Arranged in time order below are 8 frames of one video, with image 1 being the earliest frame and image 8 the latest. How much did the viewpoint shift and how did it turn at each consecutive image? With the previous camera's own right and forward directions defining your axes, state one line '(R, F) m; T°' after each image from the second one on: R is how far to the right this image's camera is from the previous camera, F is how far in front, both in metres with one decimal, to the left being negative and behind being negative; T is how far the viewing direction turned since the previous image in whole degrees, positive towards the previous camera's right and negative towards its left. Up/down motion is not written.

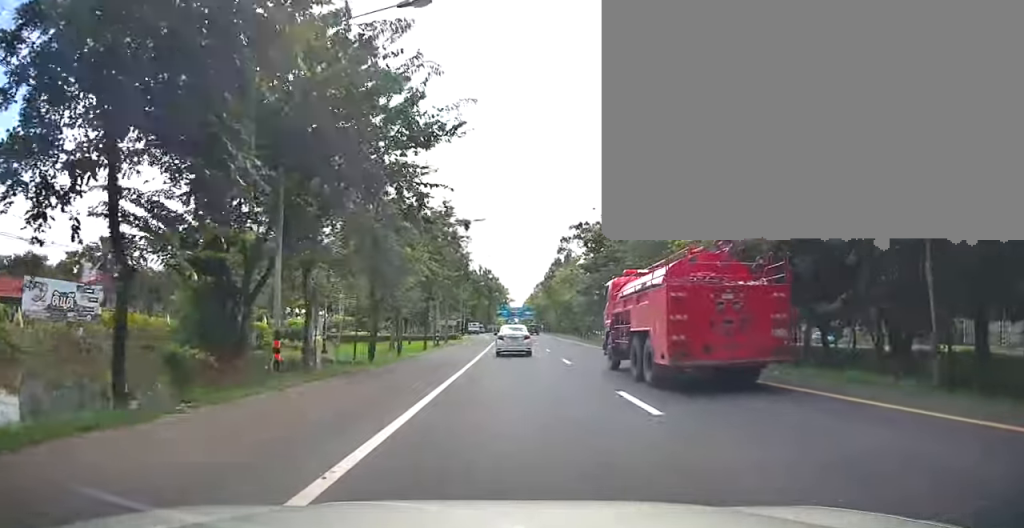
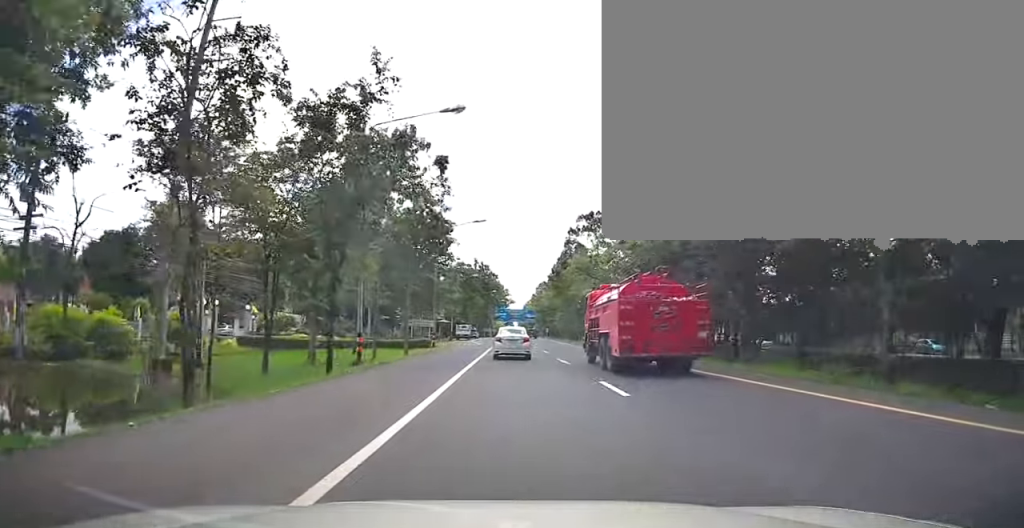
(-0.4, +21.6) m; +1°
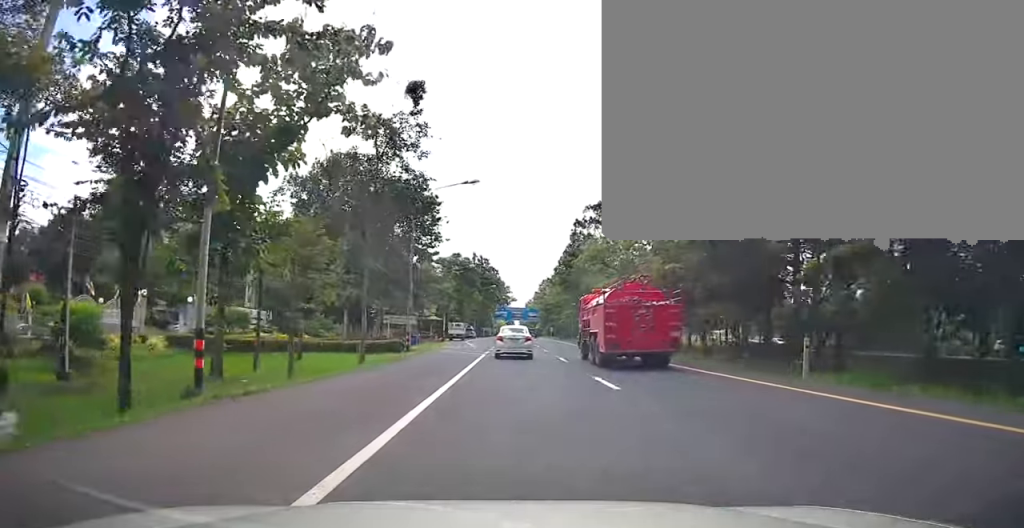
(+0.4, +10.9) m; +2°
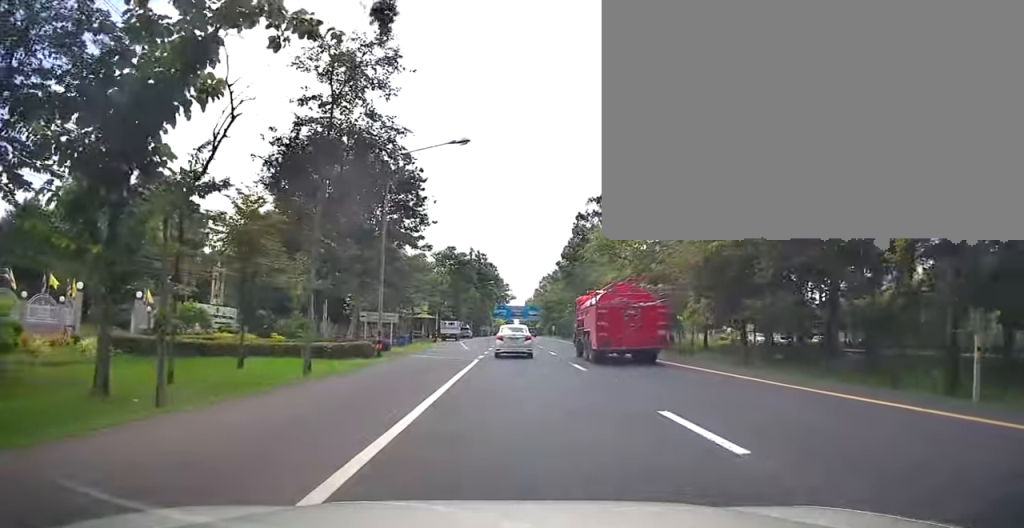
(+0.5, +6.8) m; 0°
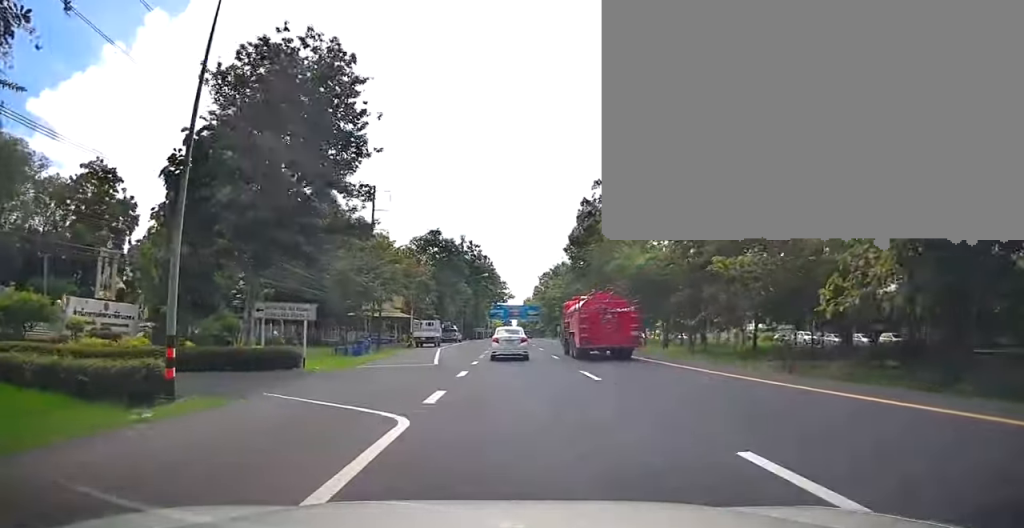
(-0.8, +15.3) m; -1°
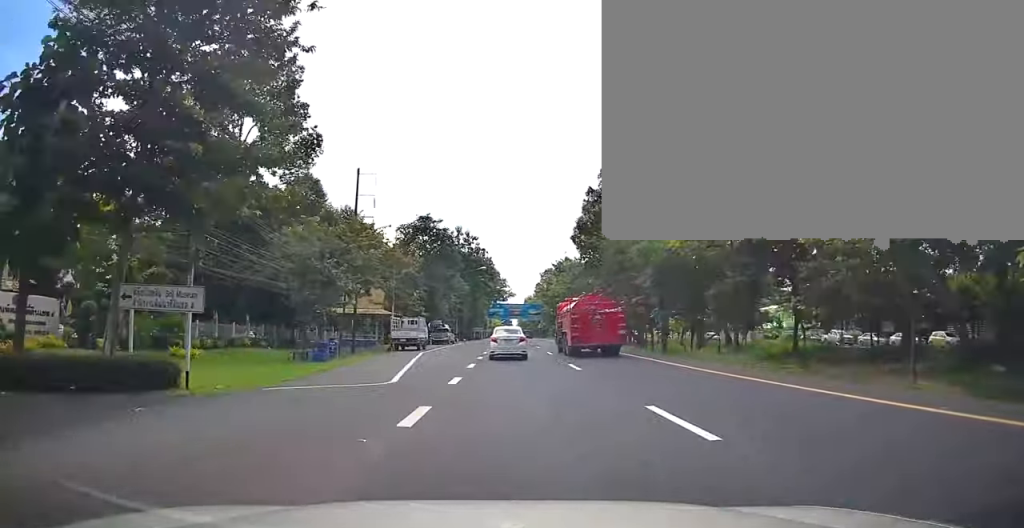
(+0.4, +8.2) m; 0°
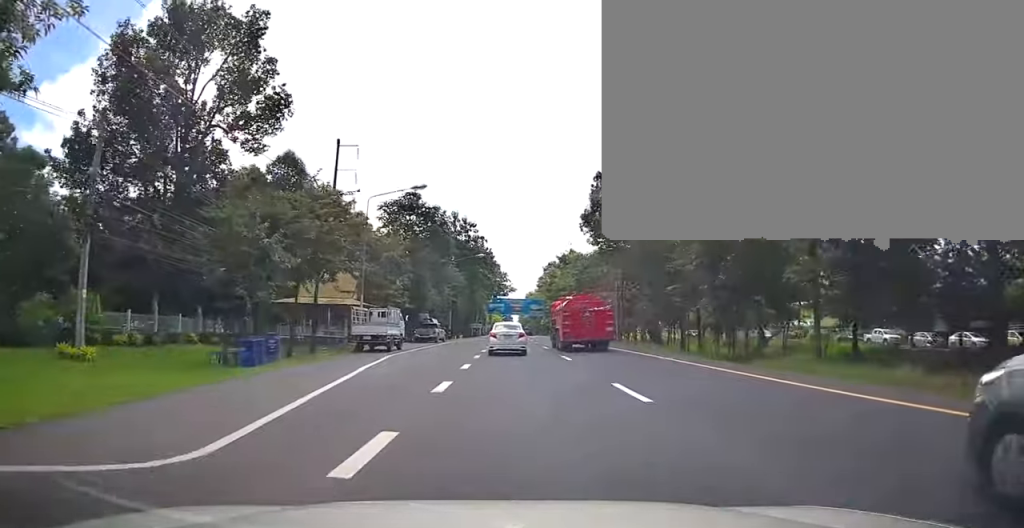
(-0.3, +8.9) m; 0°
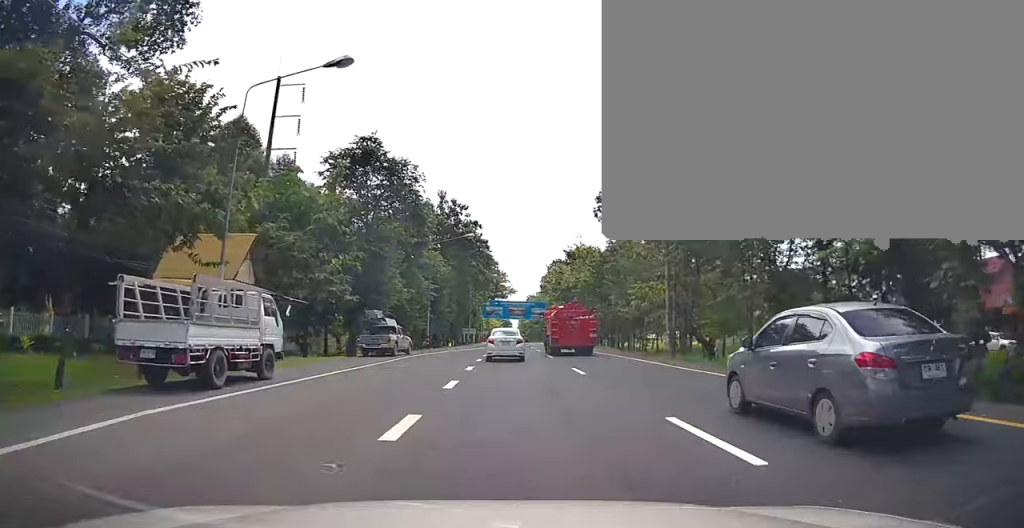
(+0.3, +16.1) m; +1°
